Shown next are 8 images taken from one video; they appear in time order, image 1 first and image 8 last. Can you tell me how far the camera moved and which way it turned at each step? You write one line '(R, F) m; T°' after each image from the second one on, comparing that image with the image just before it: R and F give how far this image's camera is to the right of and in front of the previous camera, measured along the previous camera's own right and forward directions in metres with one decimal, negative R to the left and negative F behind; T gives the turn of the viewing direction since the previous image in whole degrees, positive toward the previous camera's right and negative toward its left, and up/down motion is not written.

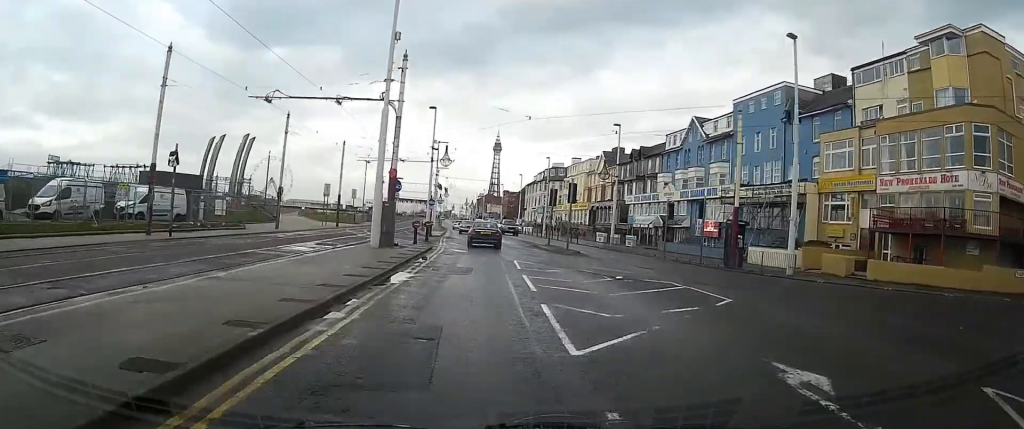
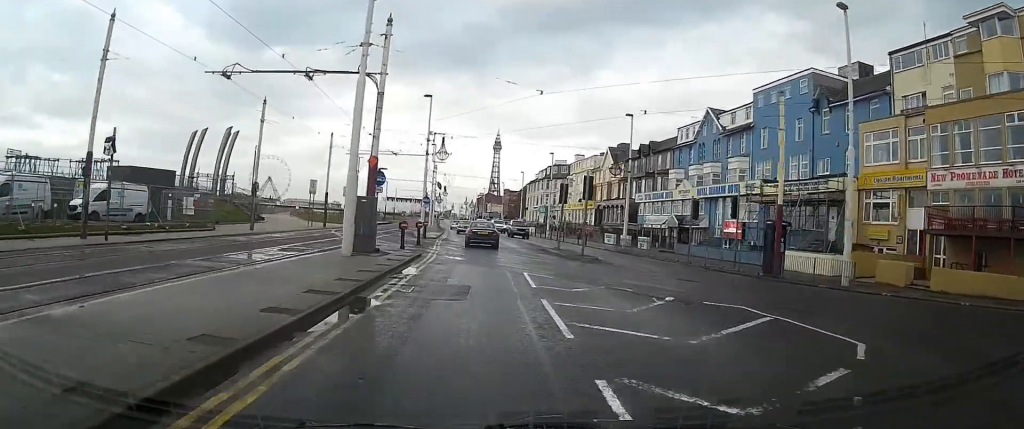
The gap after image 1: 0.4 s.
(0.0, +5.0) m; 0°
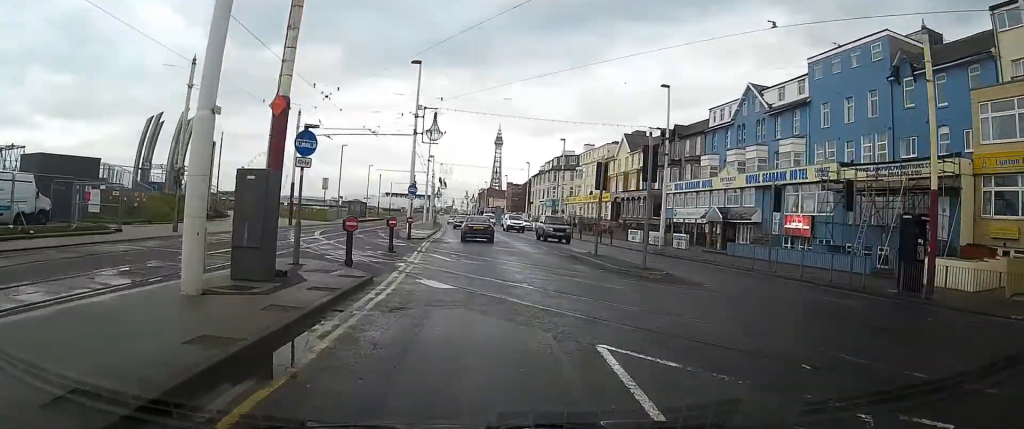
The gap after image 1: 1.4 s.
(0.0, +10.6) m; 0°
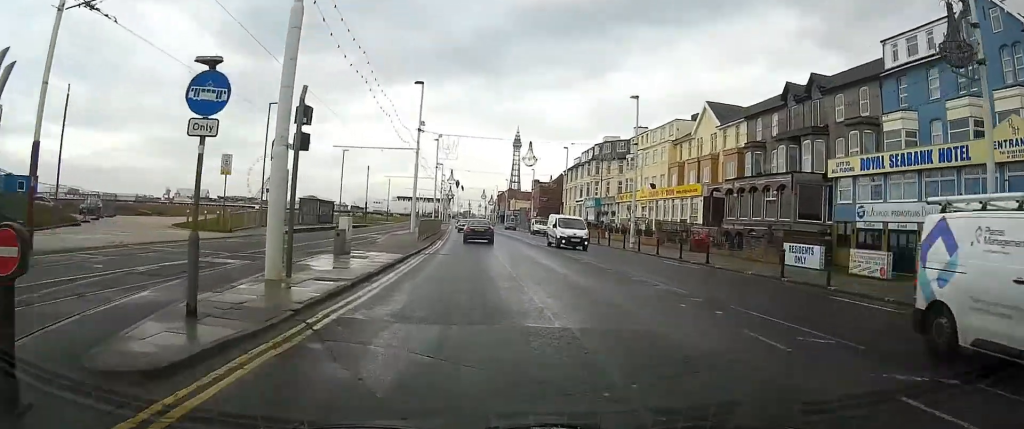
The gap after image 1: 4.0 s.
(-0.1, +29.3) m; 0°
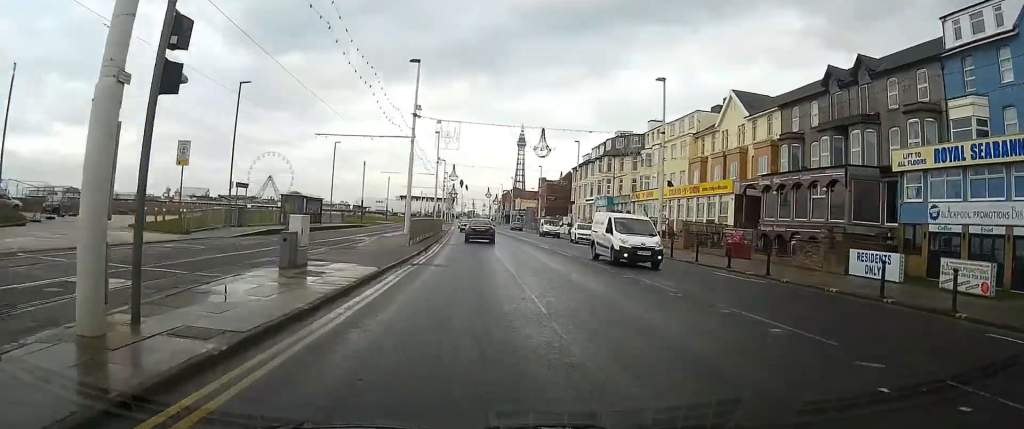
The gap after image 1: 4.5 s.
(0.0, +6.1) m; 0°
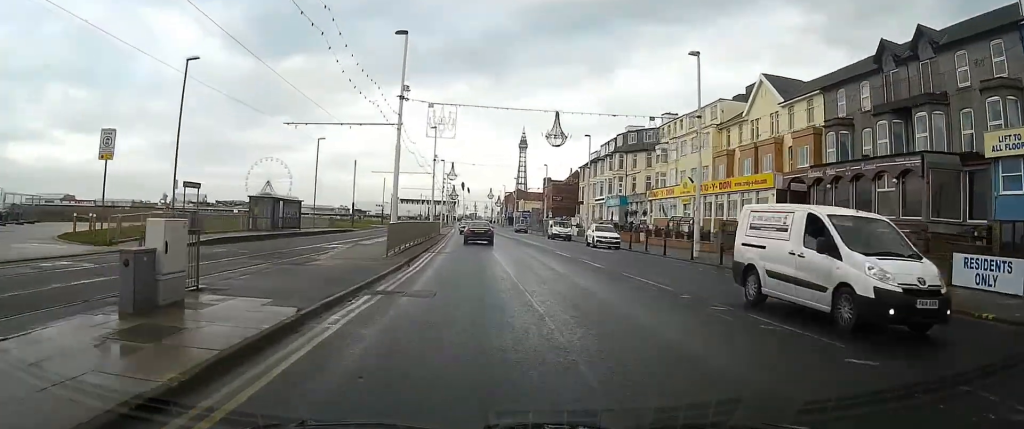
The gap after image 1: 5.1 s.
(-0.1, +7.1) m; -1°
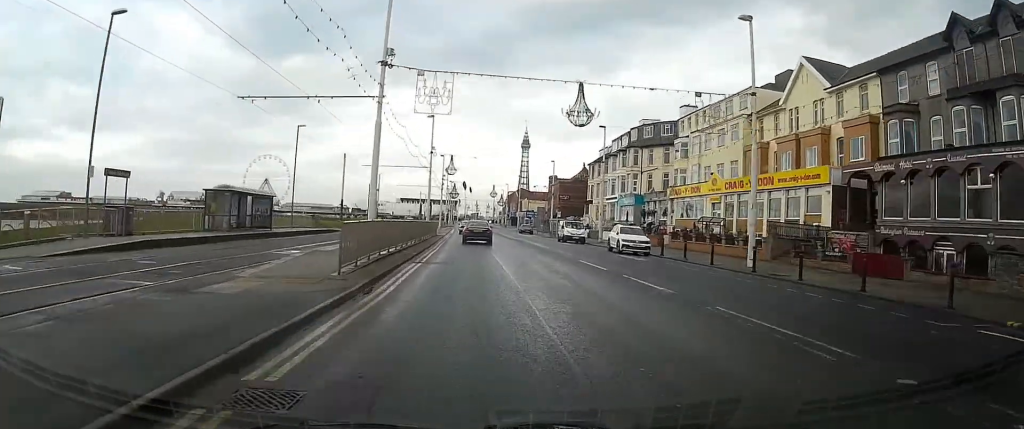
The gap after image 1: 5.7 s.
(-0.1, +7.2) m; -1°
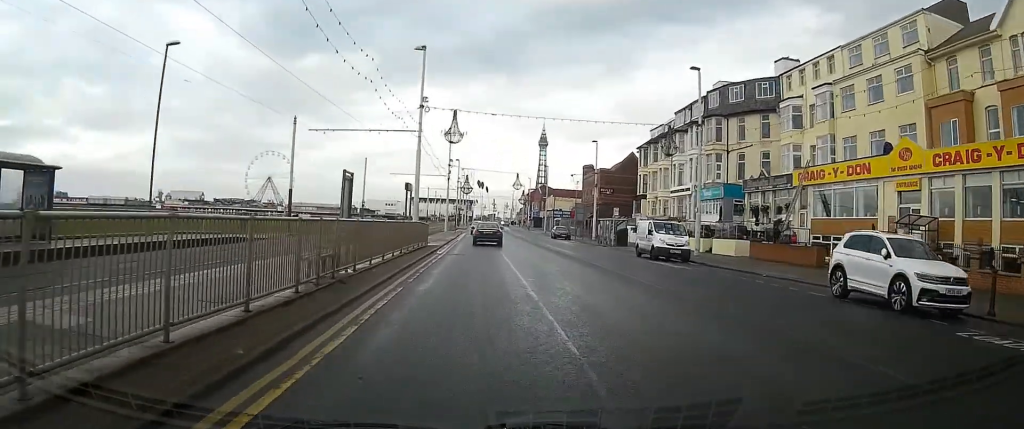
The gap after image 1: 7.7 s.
(-0.2, +24.3) m; -1°
